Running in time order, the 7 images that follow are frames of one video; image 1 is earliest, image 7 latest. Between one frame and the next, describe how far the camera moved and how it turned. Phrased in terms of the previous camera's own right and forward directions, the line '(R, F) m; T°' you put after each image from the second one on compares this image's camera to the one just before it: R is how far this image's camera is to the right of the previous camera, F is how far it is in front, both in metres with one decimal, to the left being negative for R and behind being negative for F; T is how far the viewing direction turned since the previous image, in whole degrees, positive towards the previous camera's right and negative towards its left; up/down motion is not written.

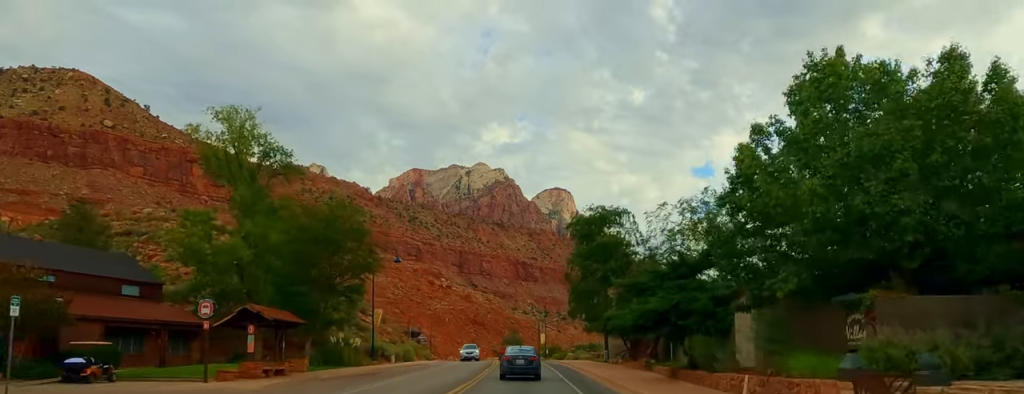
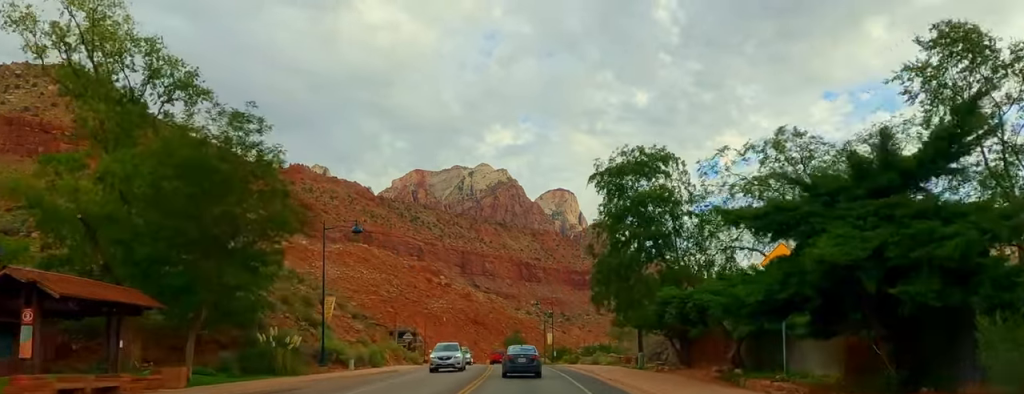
(+0.1, +15.6) m; 0°
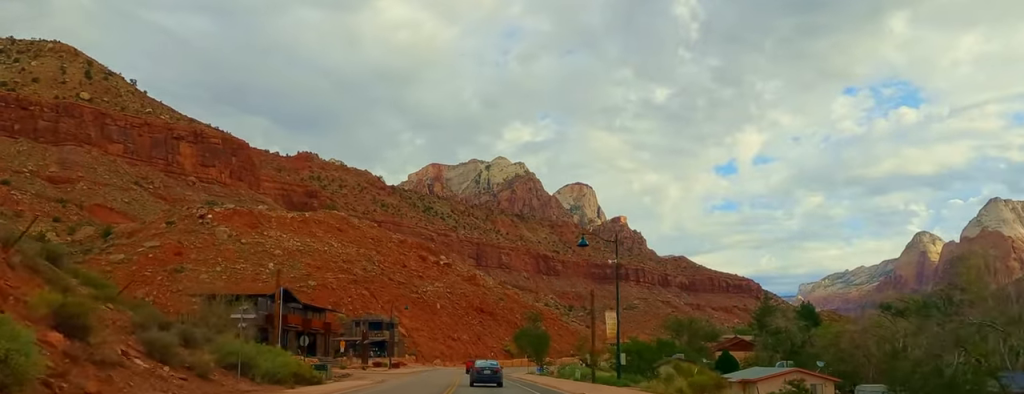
(-1.4, +53.6) m; -4°
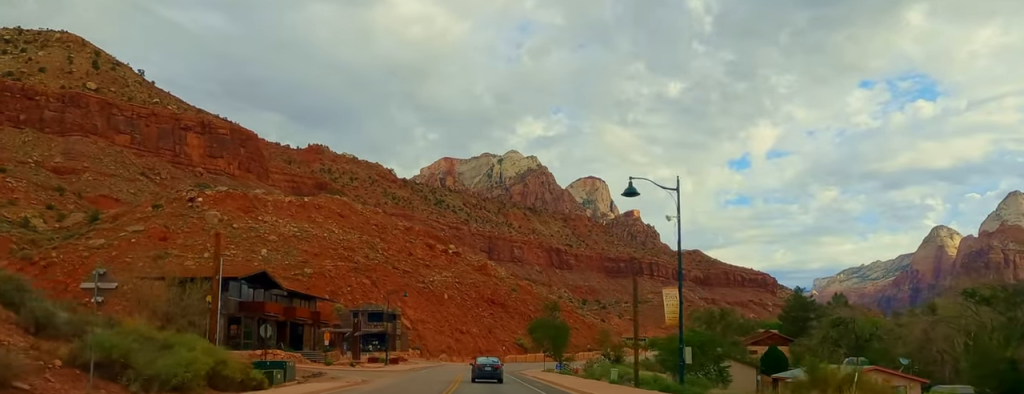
(-0.4, +12.2) m; -1°
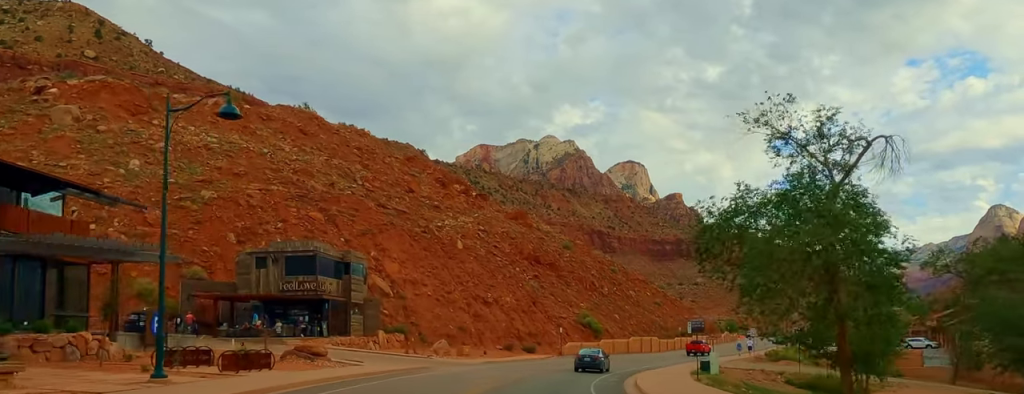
(-0.3, +60.9) m; +5°
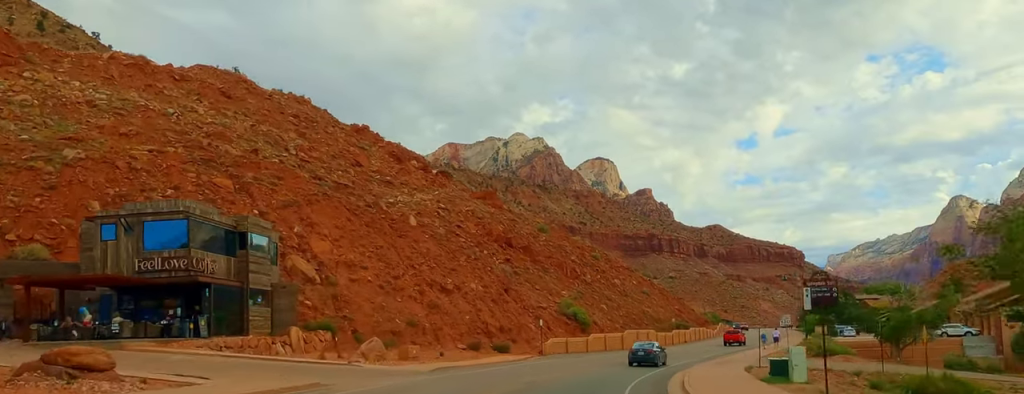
(+1.1, +16.8) m; +5°
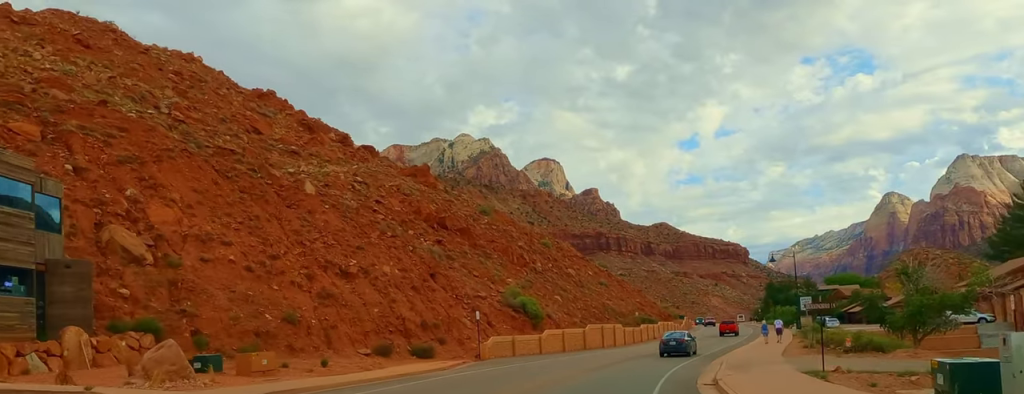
(+0.7, +15.8) m; +4°
